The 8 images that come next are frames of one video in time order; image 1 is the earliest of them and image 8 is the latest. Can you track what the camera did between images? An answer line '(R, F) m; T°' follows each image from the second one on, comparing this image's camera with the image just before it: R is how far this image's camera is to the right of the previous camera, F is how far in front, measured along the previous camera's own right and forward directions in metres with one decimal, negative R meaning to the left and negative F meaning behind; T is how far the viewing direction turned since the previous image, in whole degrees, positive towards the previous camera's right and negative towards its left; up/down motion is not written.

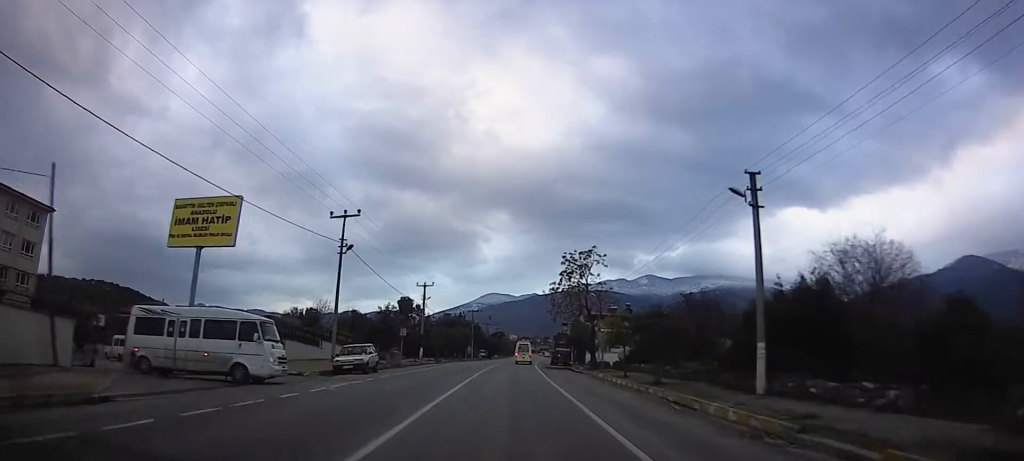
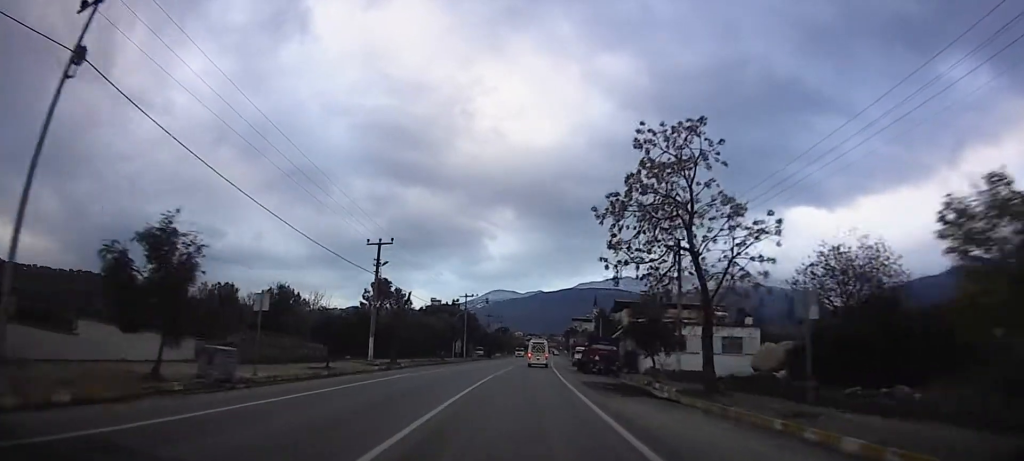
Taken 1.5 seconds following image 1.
(-0.1, +28.1) m; 0°
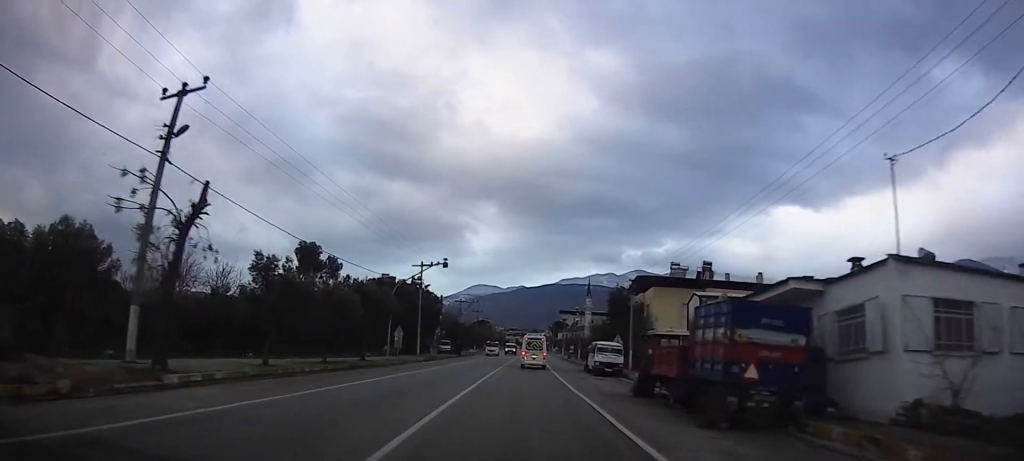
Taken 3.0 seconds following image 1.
(-0.1, +28.1) m; +1°
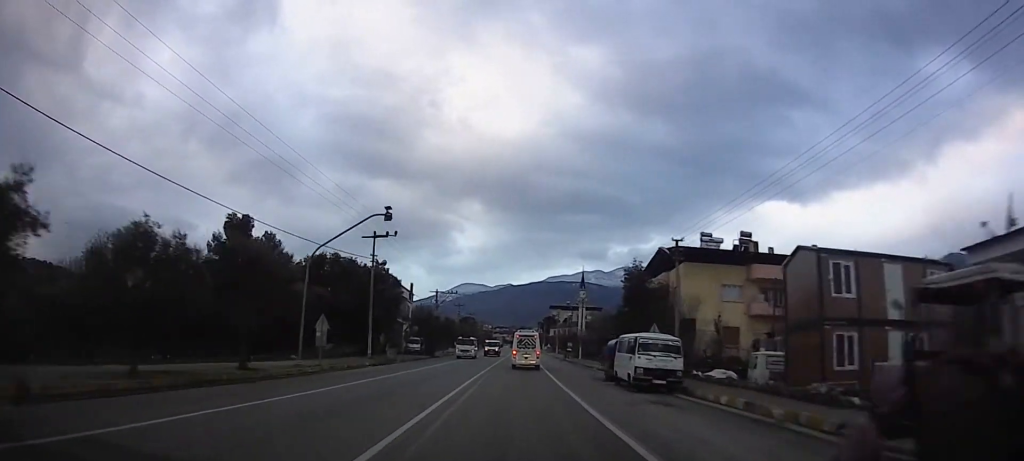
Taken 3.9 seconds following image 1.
(+0.3, +15.3) m; +1°
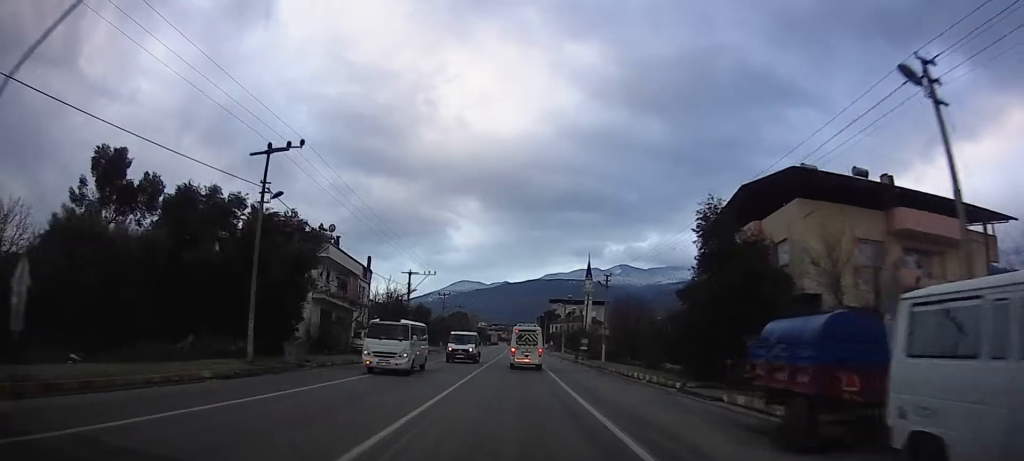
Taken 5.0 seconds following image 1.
(+0.2, +19.7) m; +1°
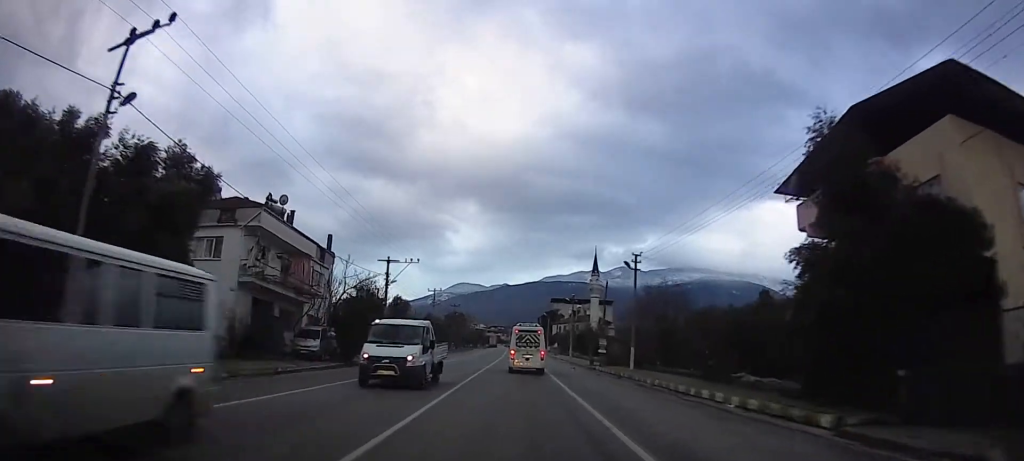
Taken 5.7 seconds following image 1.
(0.0, +11.5) m; 0°
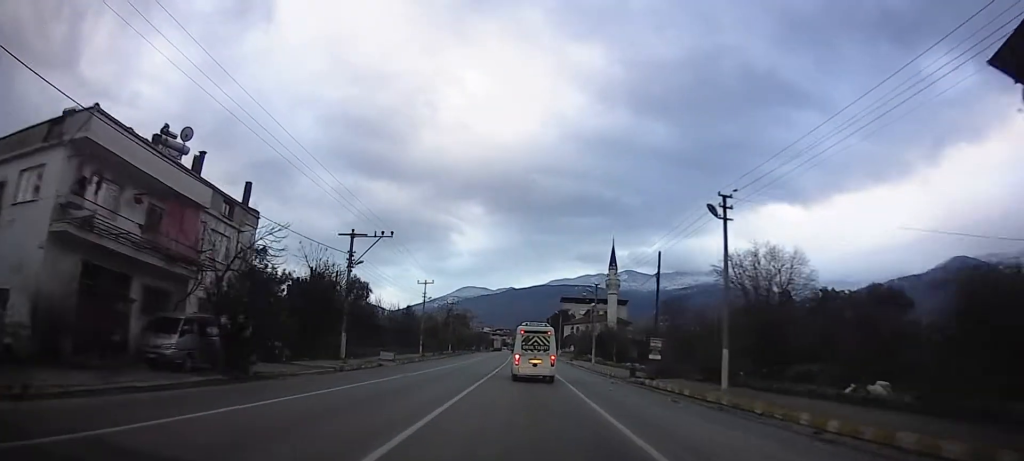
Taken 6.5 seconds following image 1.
(0.0, +14.3) m; -1°
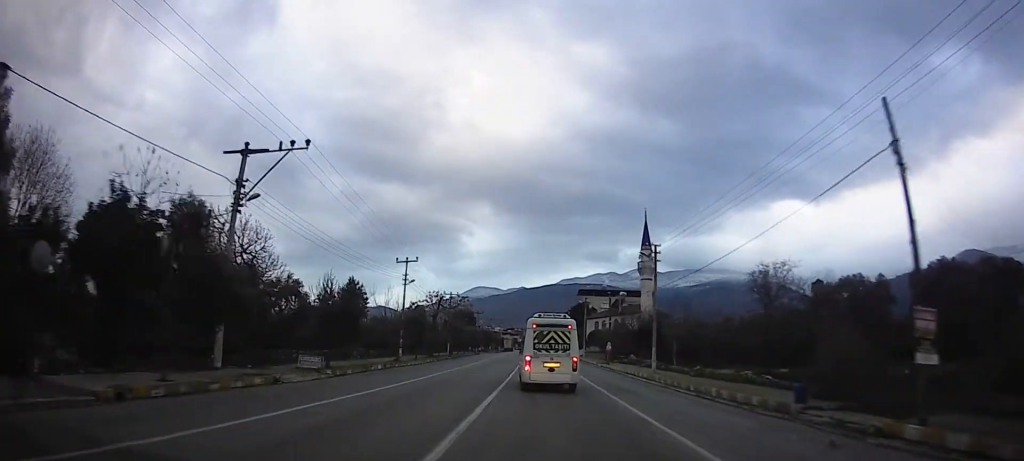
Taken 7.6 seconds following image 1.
(-0.3, +18.3) m; -2°
